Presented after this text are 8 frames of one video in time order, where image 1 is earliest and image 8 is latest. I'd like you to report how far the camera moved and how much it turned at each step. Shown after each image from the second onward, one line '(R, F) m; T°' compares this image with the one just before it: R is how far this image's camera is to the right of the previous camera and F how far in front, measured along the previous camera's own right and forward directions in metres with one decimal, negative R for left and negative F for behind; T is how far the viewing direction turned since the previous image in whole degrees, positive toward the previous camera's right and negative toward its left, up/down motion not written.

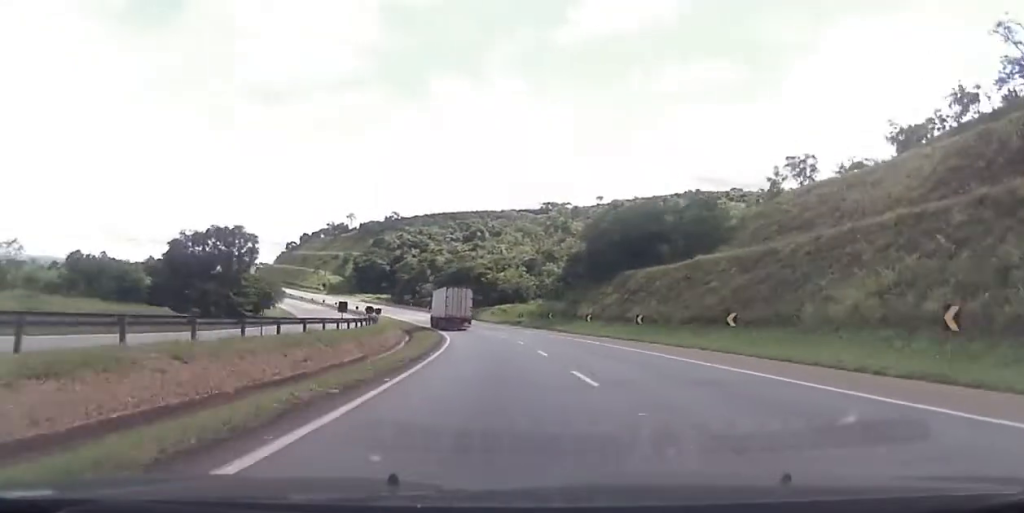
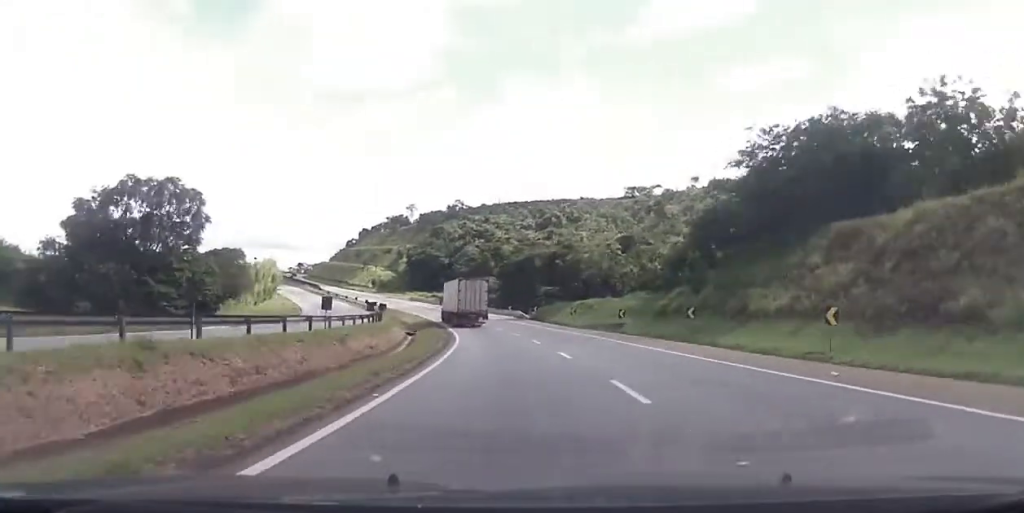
(-1.4, +35.5) m; -7°
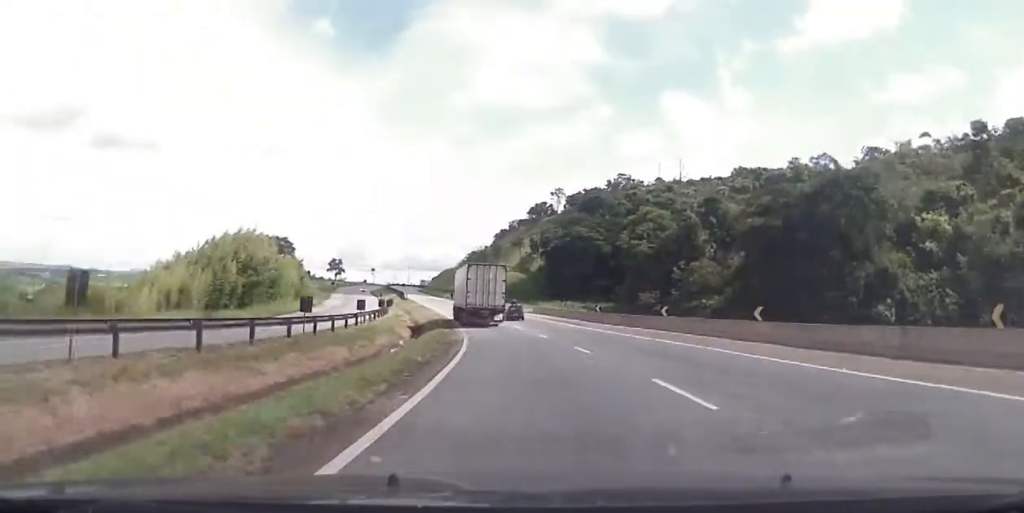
(-11.1, +87.0) m; -13°
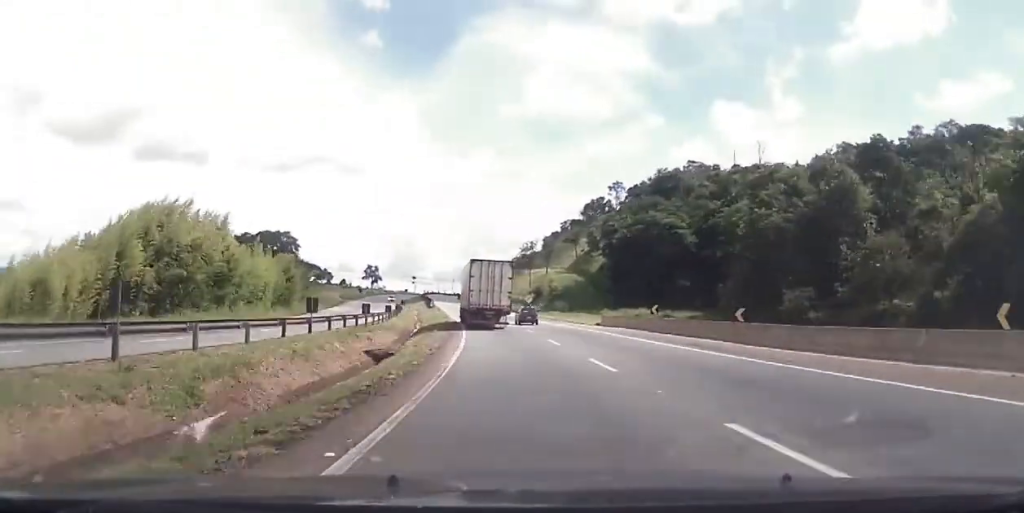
(-1.3, +29.7) m; -5°
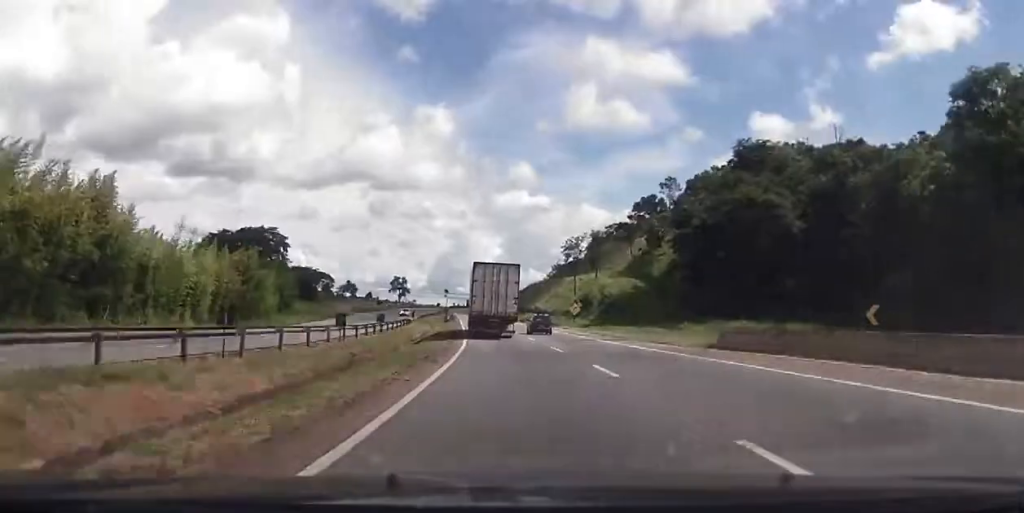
(-0.7, +25.7) m; -3°
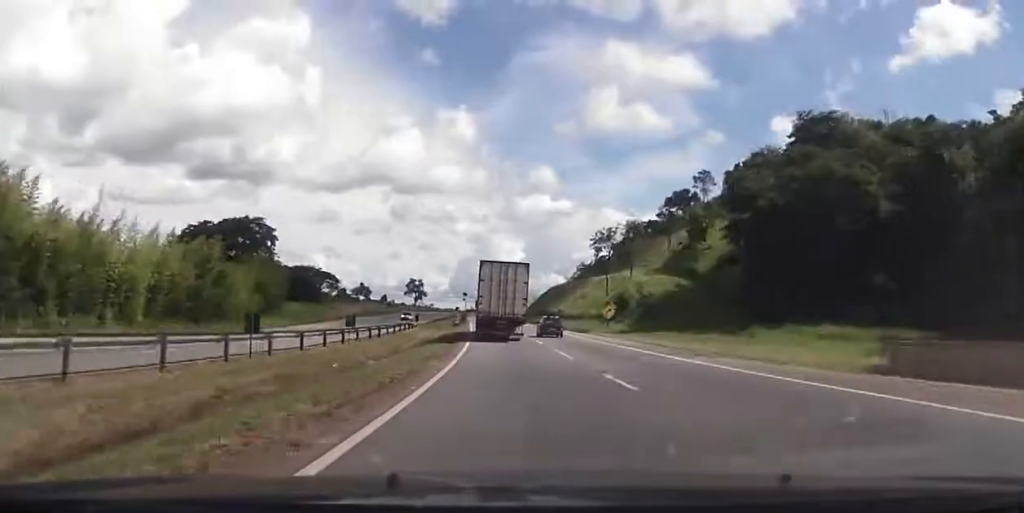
(-0.5, +13.8) m; -2°
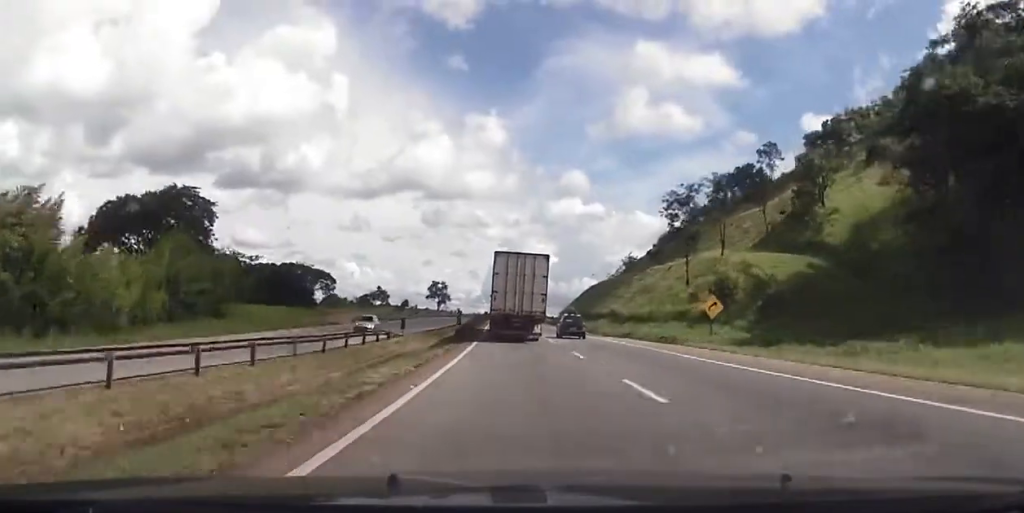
(-0.7, +27.5) m; -3°
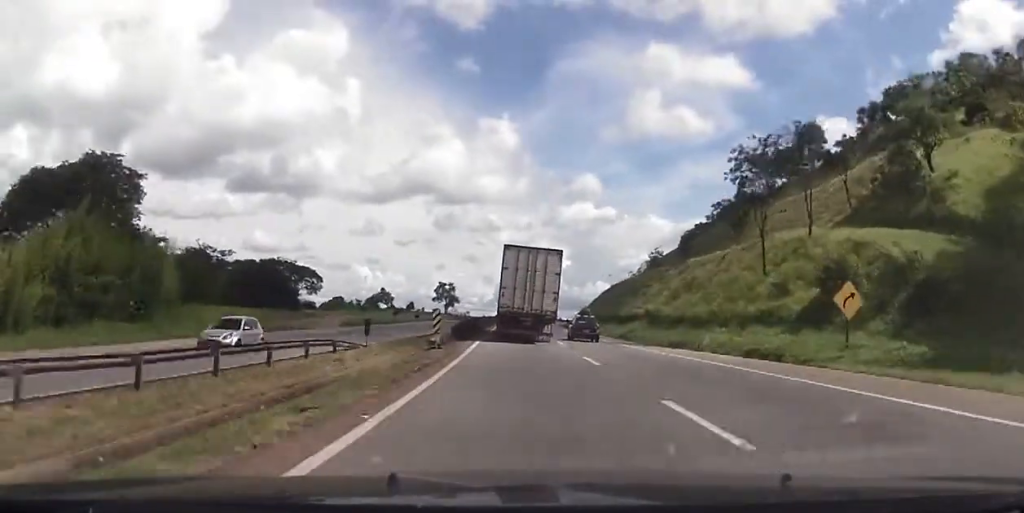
(-0.2, +15.9) m; -2°
